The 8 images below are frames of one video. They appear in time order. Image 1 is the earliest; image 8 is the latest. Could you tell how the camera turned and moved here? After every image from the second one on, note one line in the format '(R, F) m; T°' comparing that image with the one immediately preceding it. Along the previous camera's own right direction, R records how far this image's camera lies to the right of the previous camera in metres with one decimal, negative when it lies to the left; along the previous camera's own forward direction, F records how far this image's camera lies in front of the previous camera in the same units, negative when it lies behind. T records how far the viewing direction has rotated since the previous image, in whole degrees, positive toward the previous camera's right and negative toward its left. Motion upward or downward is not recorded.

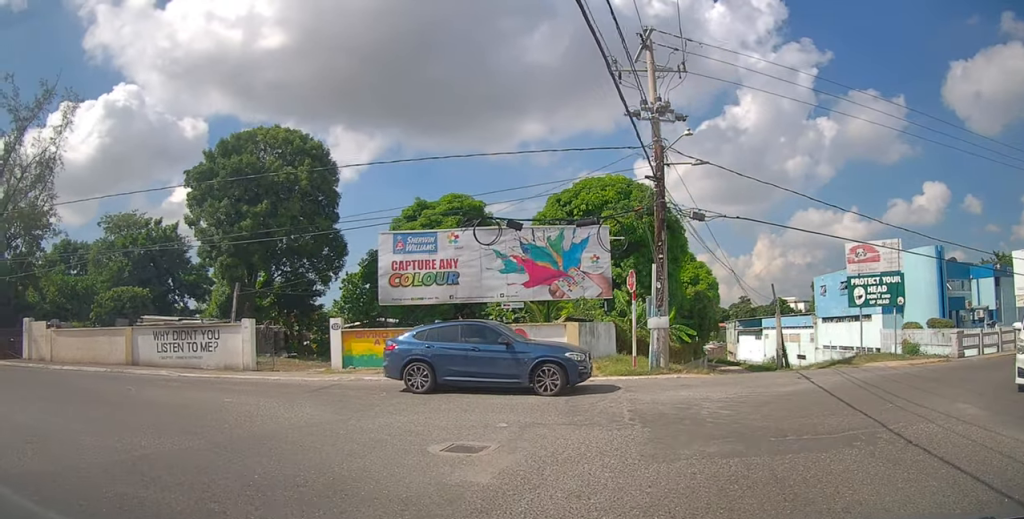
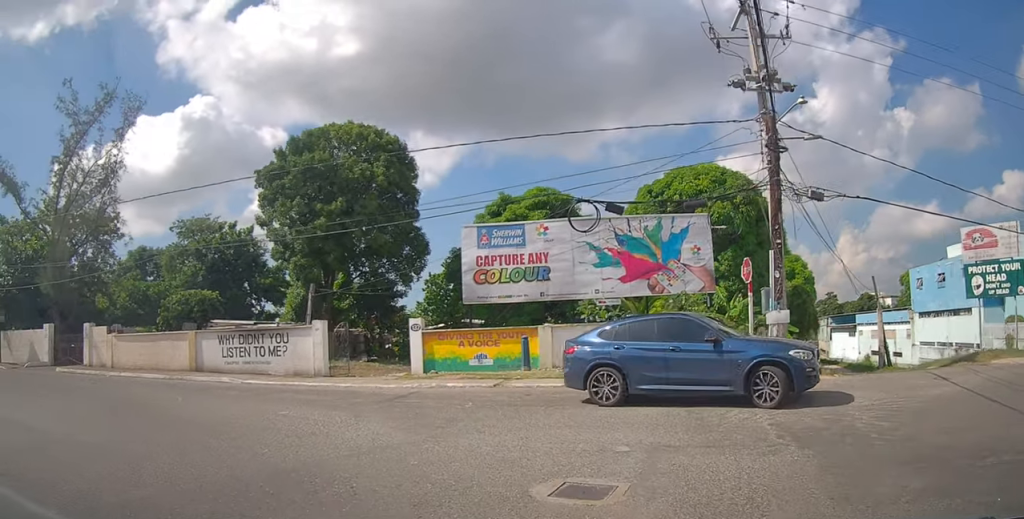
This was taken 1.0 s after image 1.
(+0.1, +1.8) m; -6°
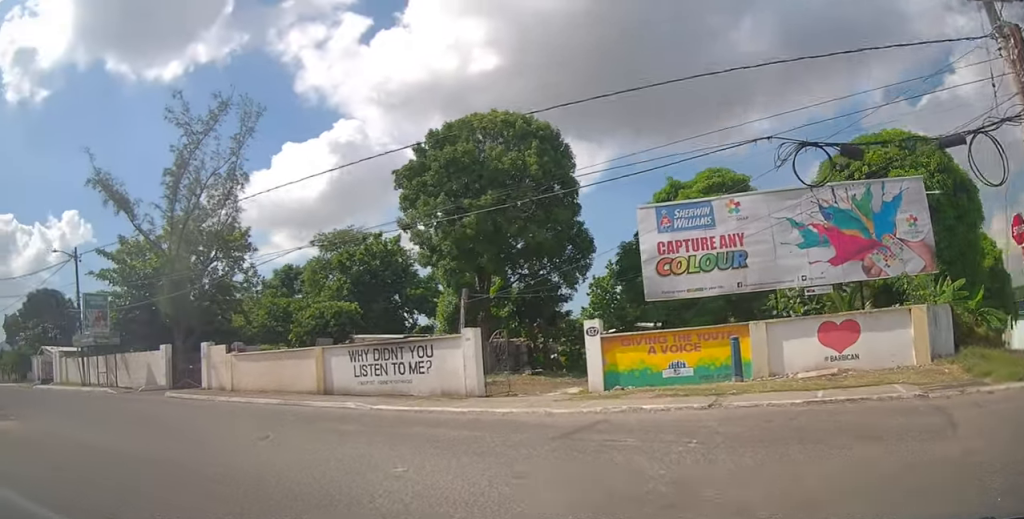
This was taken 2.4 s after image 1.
(-0.5, +3.4) m; -16°
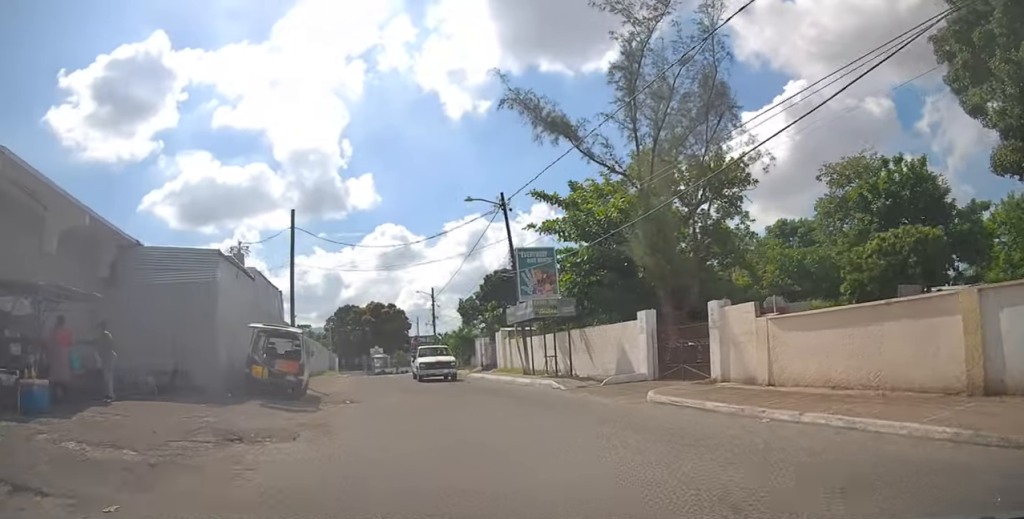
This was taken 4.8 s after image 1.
(-3.3, +9.7) m; -32°
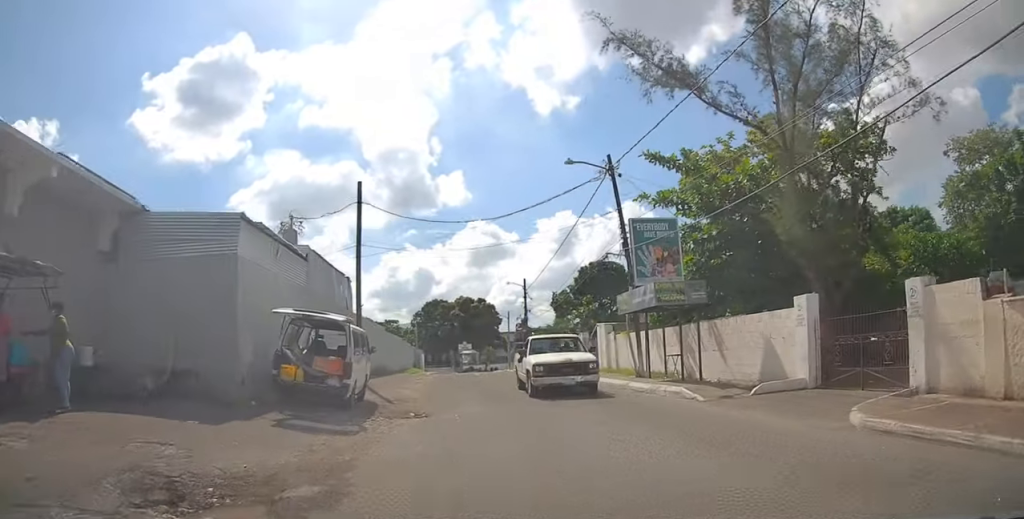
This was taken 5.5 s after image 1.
(-0.1, +4.0) m; -6°
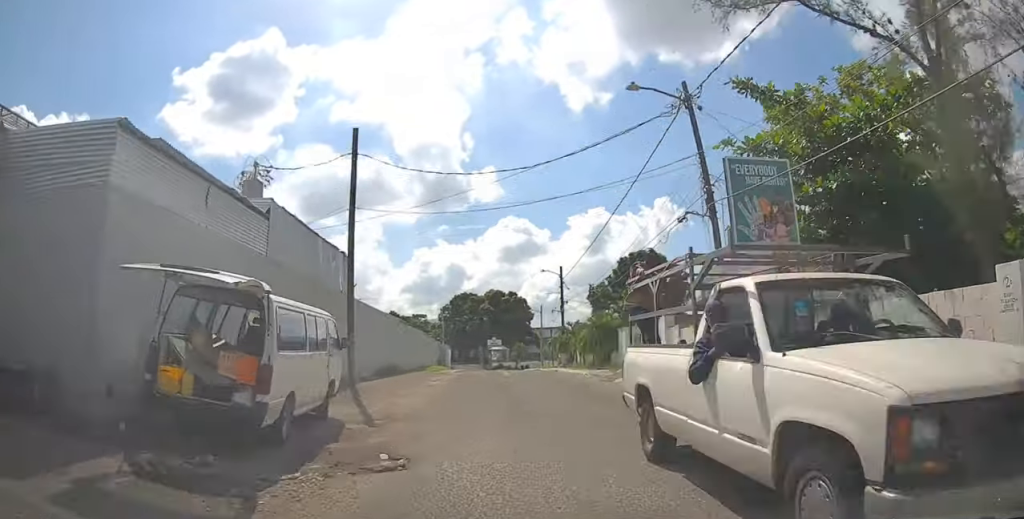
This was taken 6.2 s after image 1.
(-0.5, +5.1) m; -6°
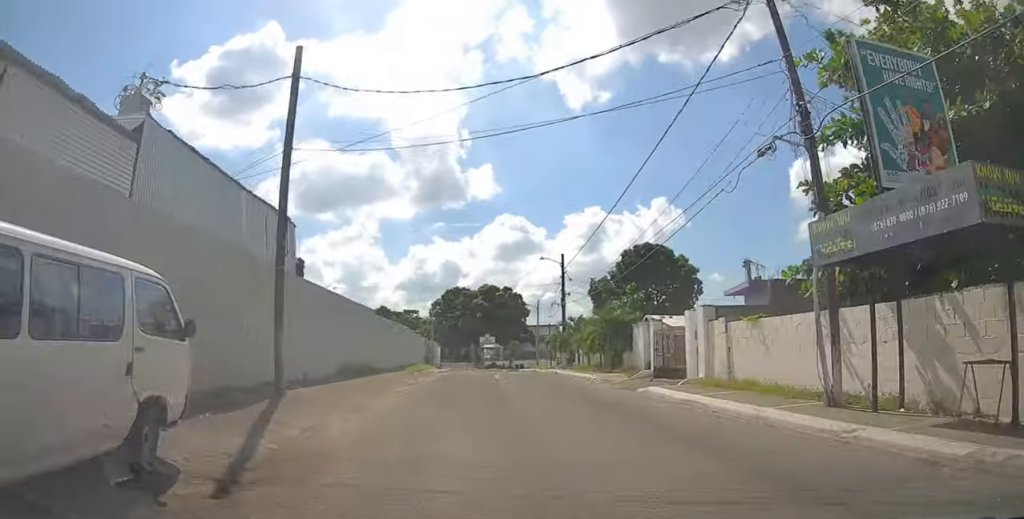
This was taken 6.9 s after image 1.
(0.0, +5.1) m; -1°
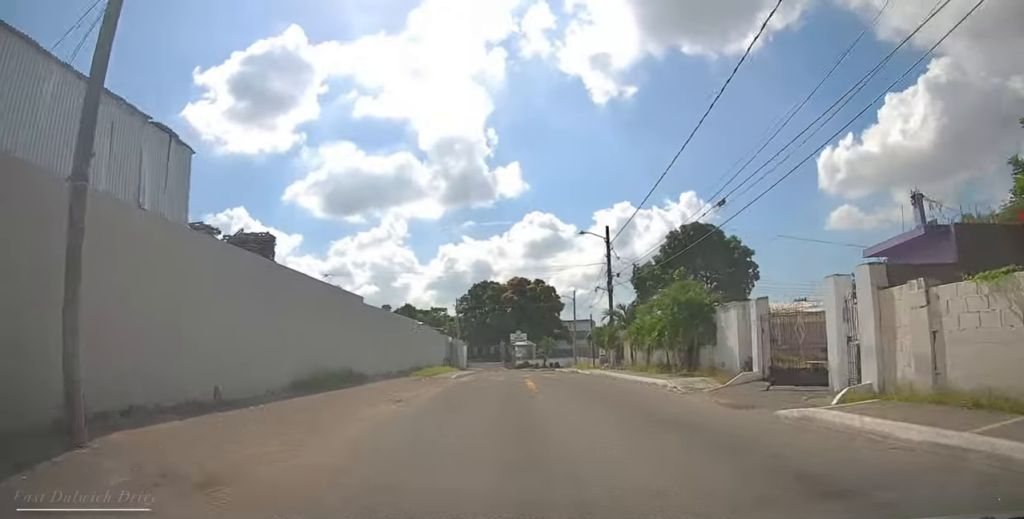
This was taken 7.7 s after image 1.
(-0.1, +6.8) m; -3°
